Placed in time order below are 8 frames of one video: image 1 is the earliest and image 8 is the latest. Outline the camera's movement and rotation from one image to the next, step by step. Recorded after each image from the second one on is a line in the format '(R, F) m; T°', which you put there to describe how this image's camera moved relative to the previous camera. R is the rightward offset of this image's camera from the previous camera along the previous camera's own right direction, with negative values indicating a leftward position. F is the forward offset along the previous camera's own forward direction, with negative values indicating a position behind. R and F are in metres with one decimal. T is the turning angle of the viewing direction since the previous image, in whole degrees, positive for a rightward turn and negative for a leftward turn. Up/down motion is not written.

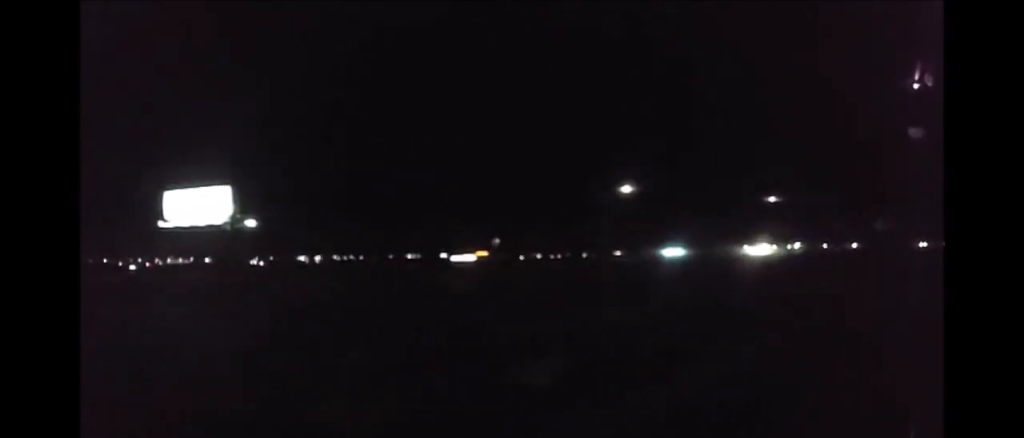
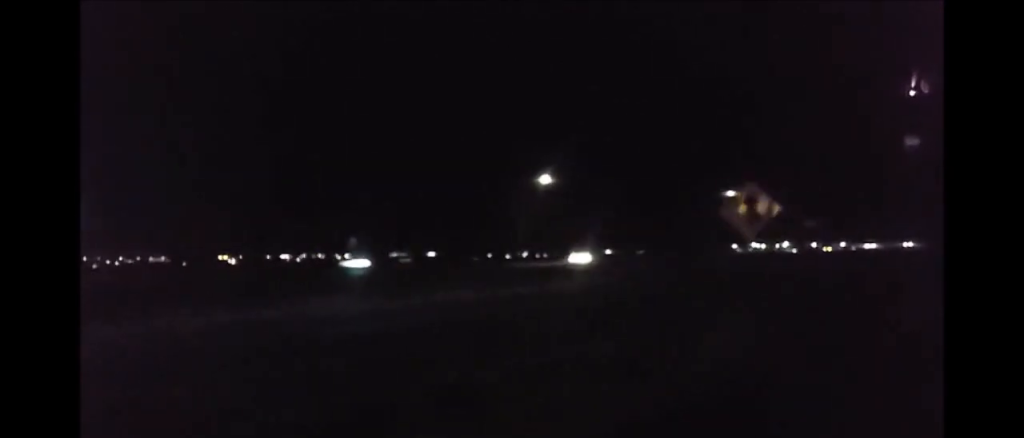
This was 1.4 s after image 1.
(+0.3, +23.8) m; 0°
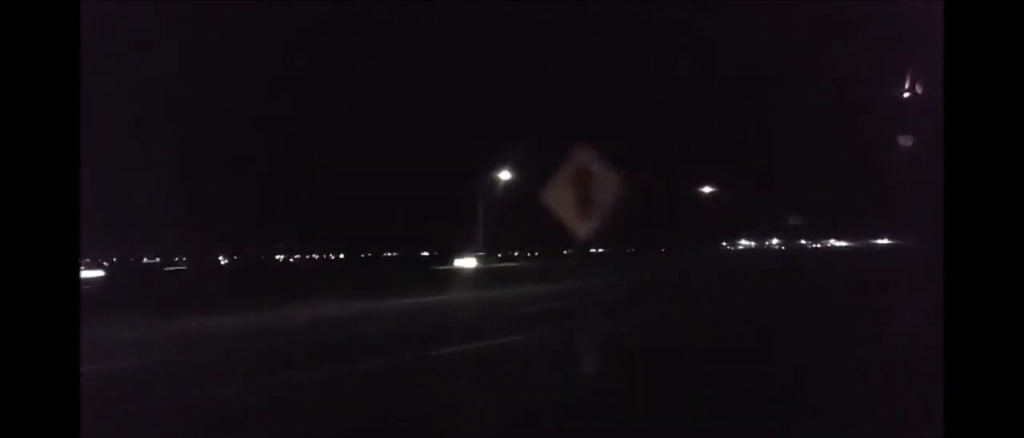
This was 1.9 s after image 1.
(-0.1, +9.4) m; 0°
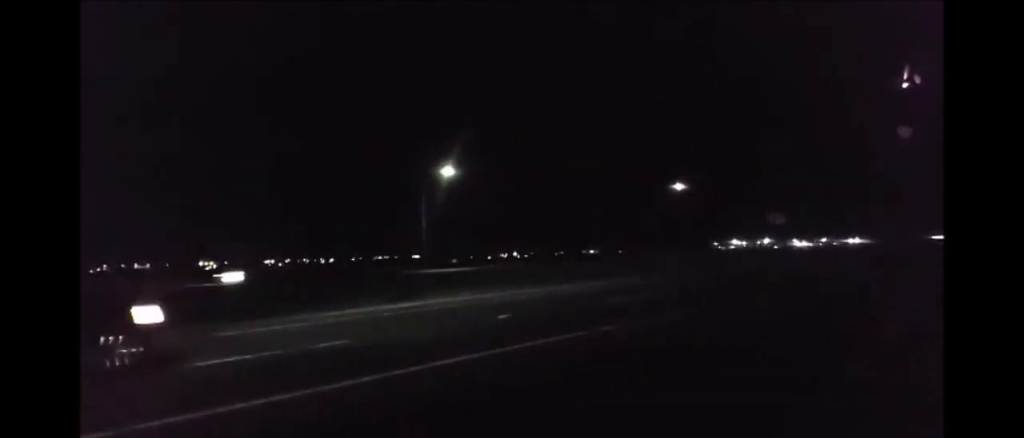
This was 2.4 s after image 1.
(-0.3, +10.3) m; 0°
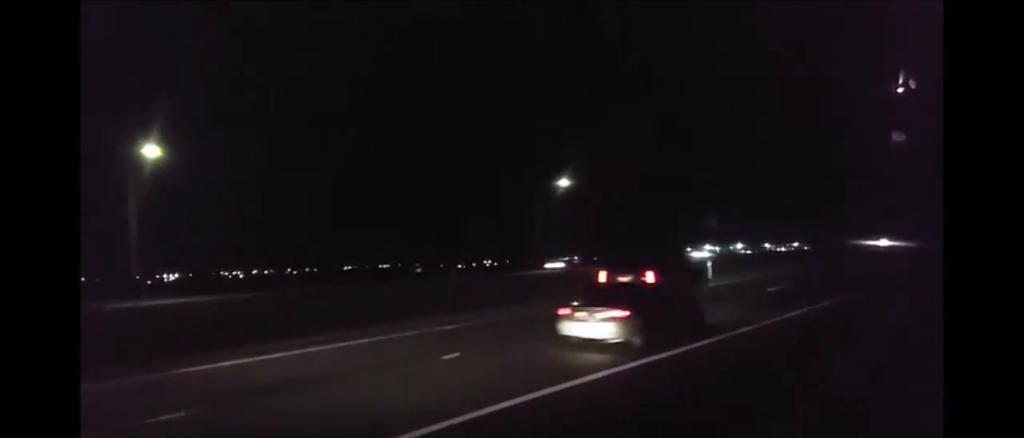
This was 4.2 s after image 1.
(+0.6, +35.5) m; +3°
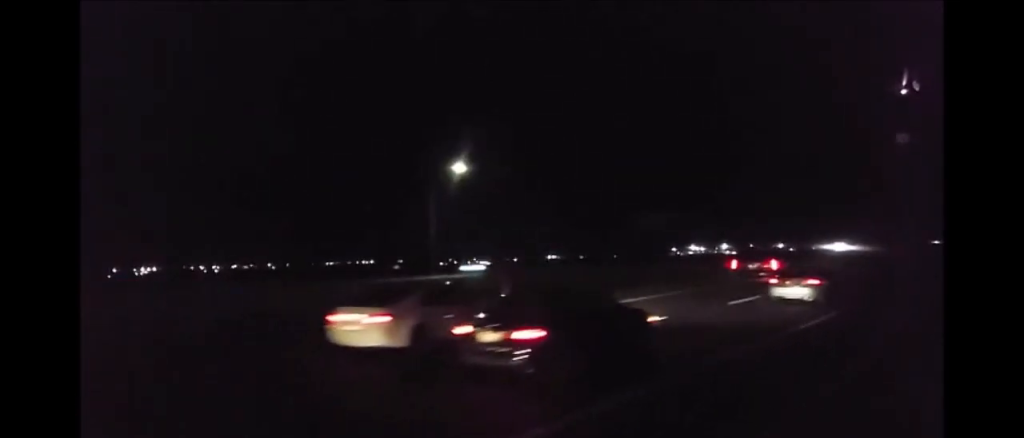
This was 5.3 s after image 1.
(+0.8, +21.6) m; +2°
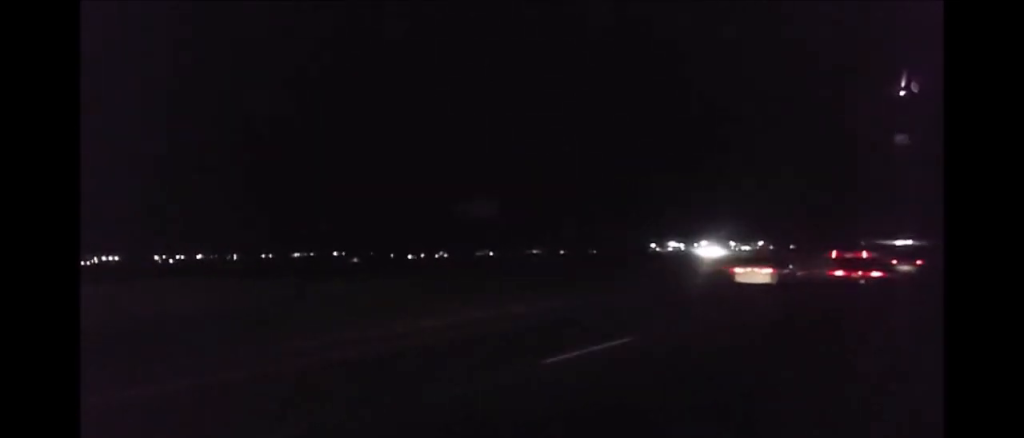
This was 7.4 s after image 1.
(+0.1, +44.1) m; 0°
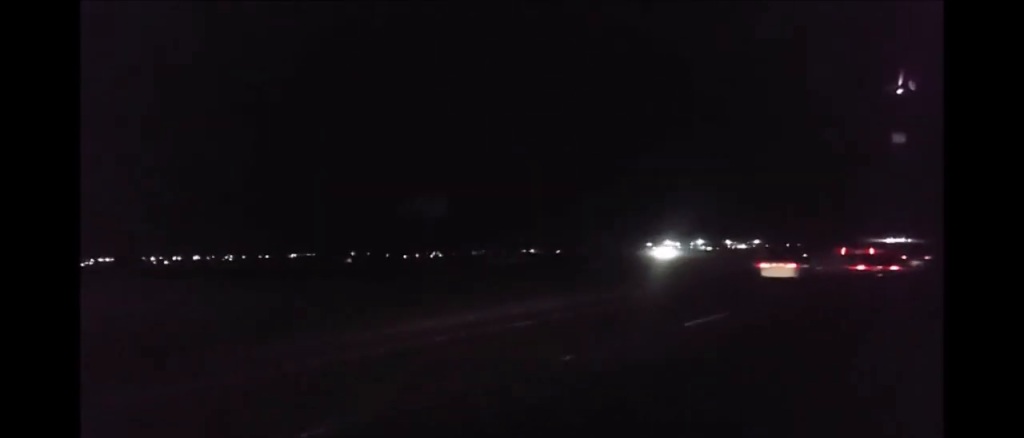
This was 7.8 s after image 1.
(0.0, +8.6) m; 0°
